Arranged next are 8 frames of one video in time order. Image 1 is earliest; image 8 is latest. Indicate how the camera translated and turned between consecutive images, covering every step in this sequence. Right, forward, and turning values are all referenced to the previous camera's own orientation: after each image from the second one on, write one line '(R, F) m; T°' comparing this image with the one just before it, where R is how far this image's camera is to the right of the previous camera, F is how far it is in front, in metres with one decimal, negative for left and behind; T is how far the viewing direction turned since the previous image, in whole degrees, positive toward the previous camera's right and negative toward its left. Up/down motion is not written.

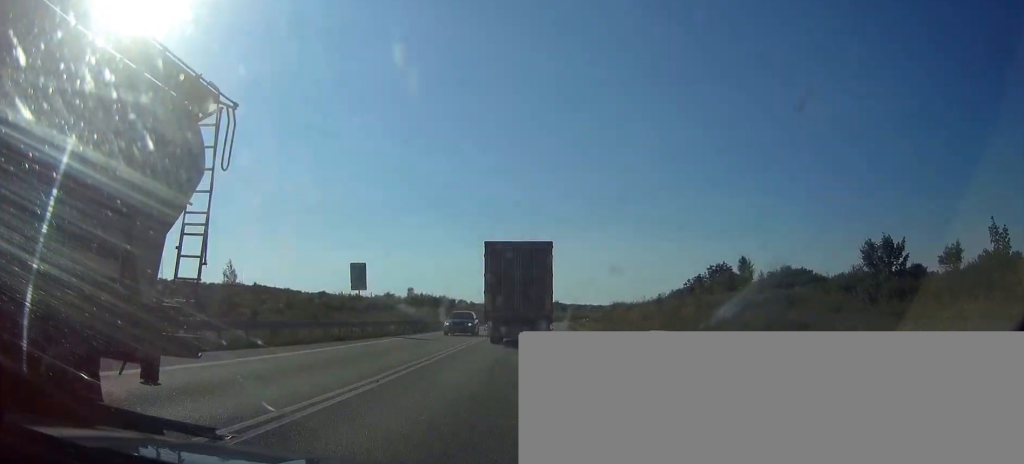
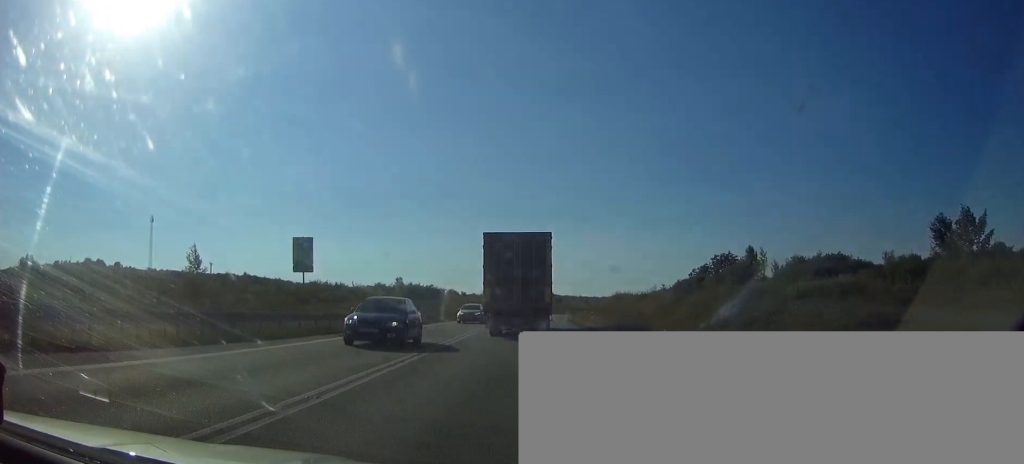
(0.0, +9.4) m; 0°
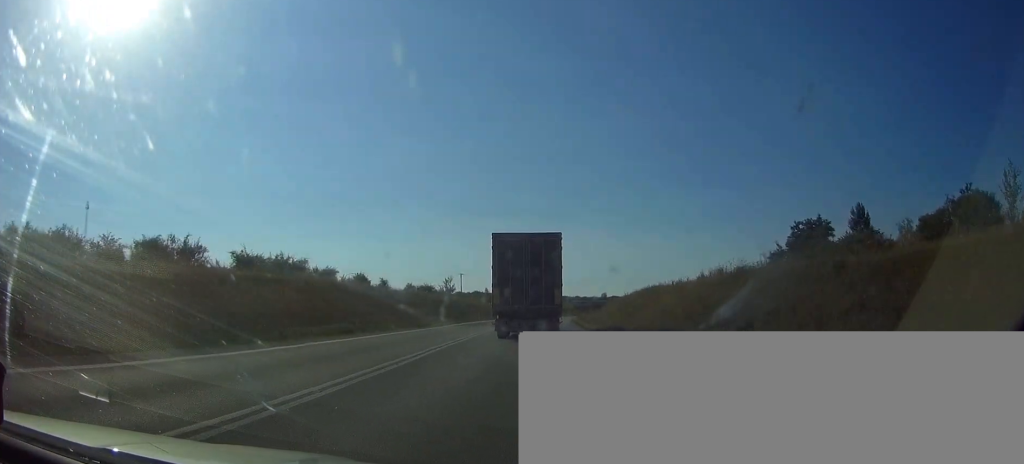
(+1.2, +65.1) m; +2°
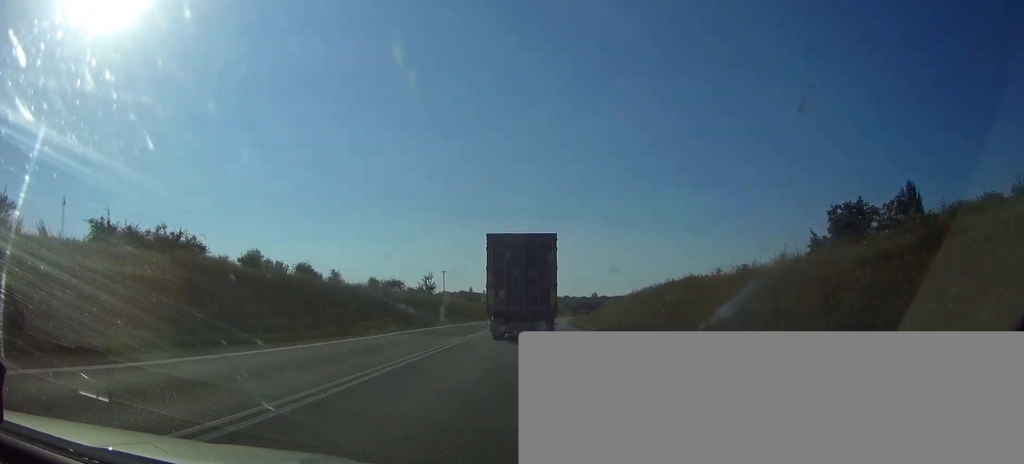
(+0.1, +17.8) m; +1°
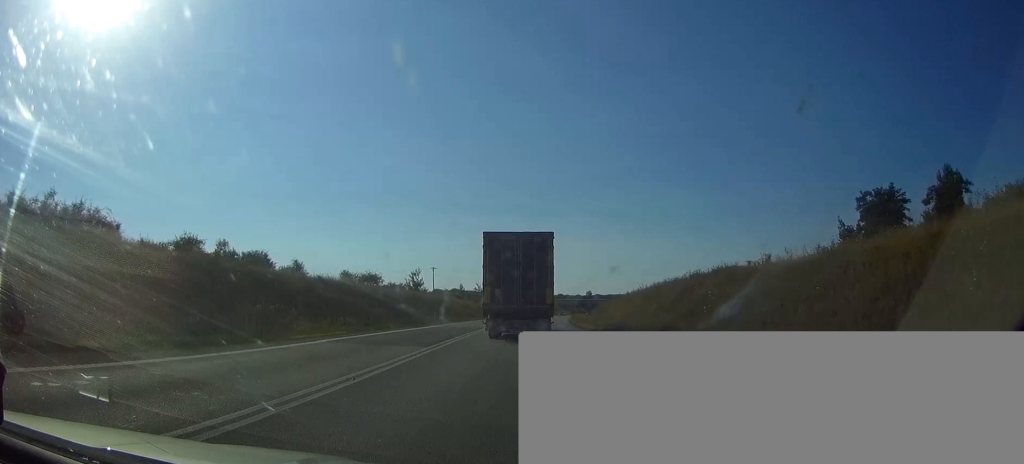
(+0.1, +10.3) m; 0°
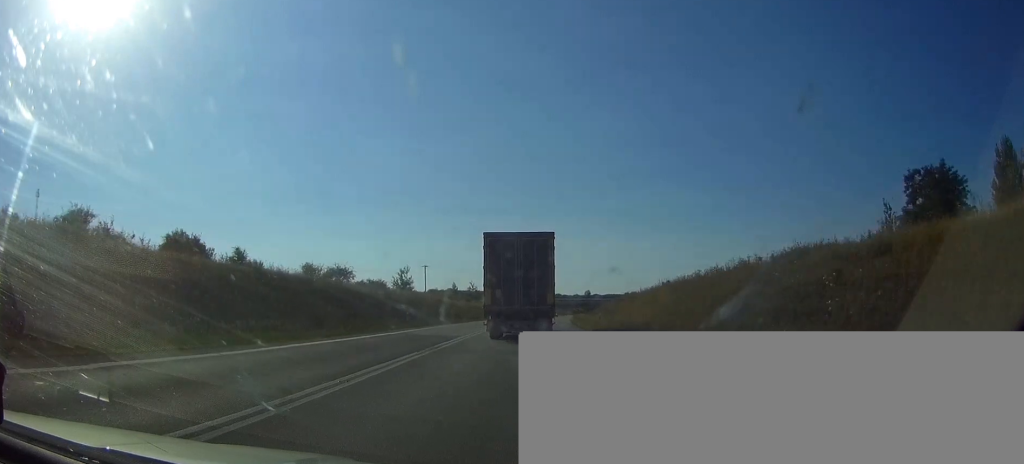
(+0.1, +12.4) m; 0°
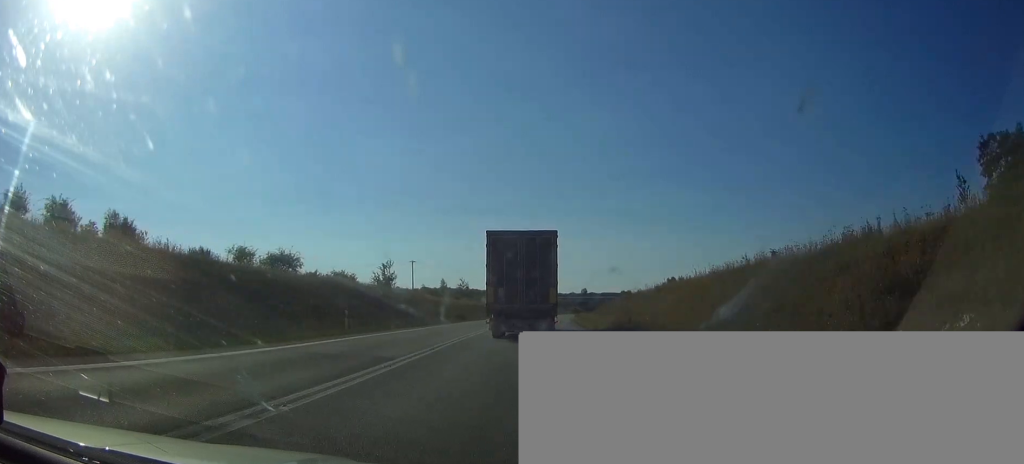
(-0.1, +15.2) m; 0°
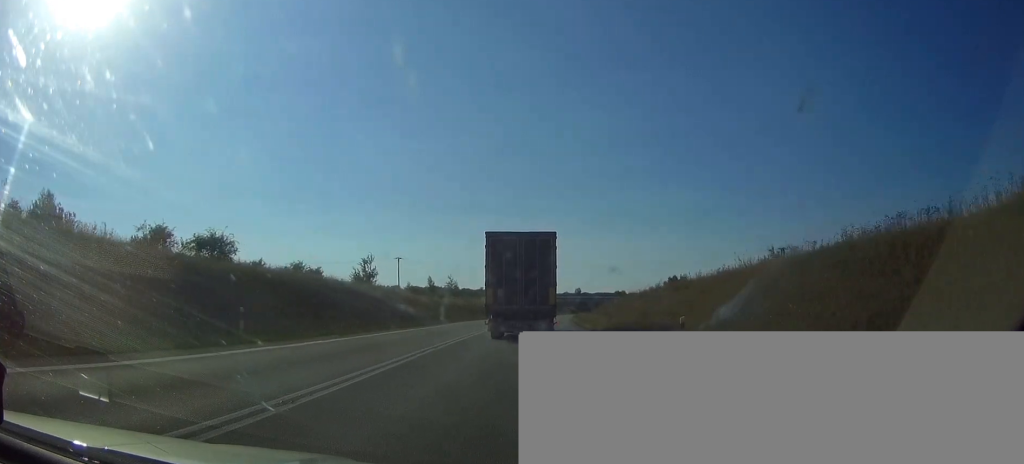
(0.0, +11.7) m; 0°
